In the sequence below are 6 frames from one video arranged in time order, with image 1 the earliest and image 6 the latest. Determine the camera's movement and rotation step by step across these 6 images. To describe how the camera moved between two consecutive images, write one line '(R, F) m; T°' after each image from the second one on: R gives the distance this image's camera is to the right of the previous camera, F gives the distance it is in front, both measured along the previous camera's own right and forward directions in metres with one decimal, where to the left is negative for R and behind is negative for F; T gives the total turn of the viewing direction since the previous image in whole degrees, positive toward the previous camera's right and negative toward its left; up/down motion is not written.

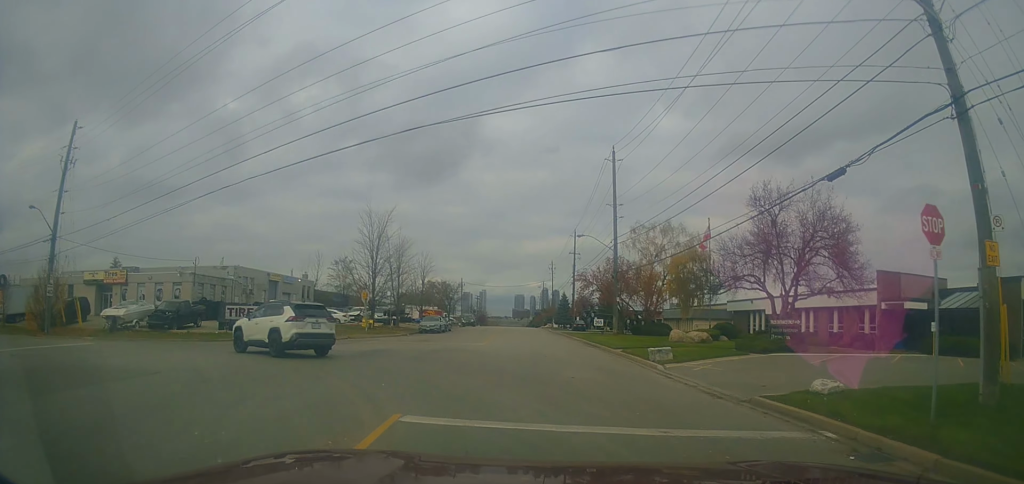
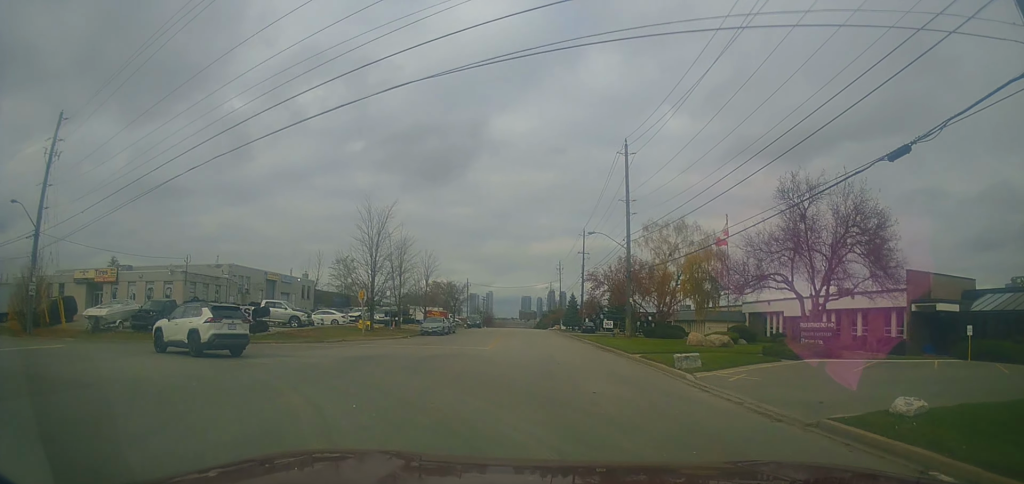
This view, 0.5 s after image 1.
(+0.2, +2.9) m; +1°
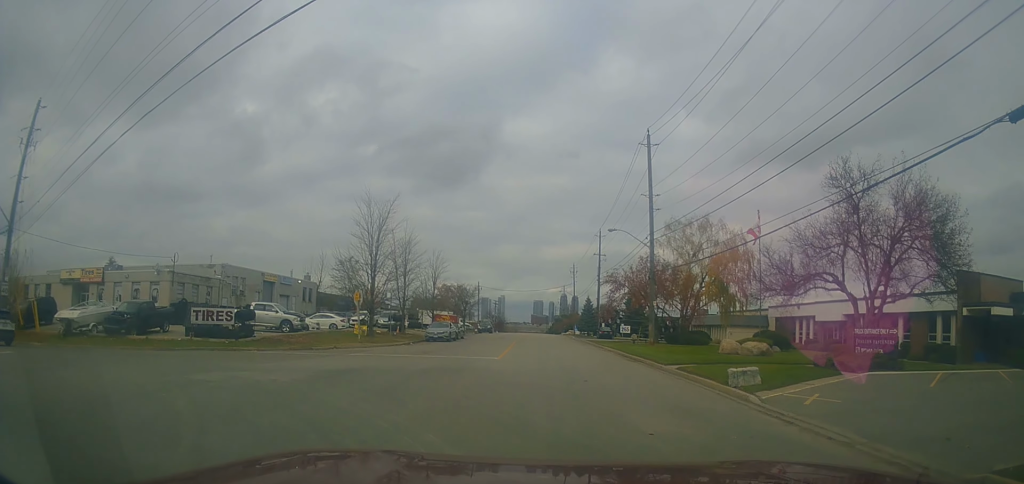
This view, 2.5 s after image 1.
(-0.1, +6.1) m; -10°
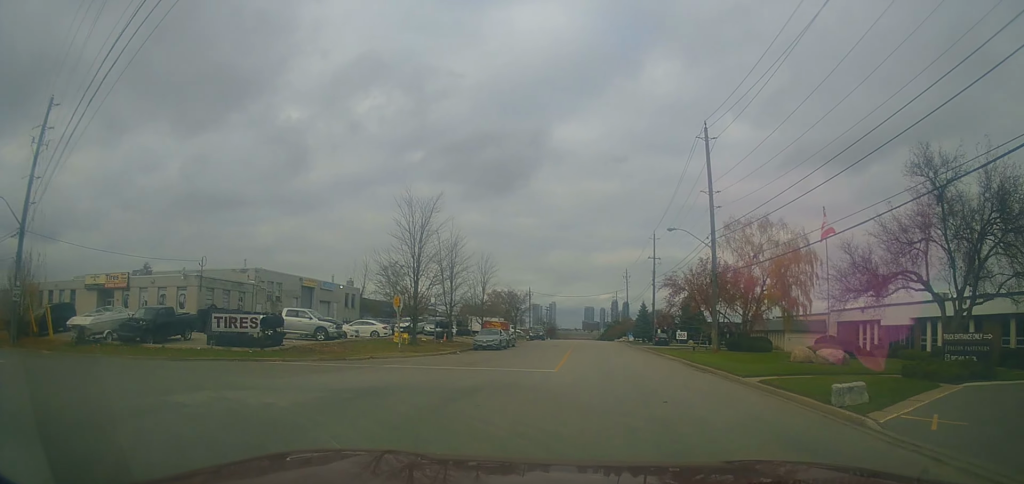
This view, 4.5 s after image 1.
(-0.2, +1.2) m; -6°
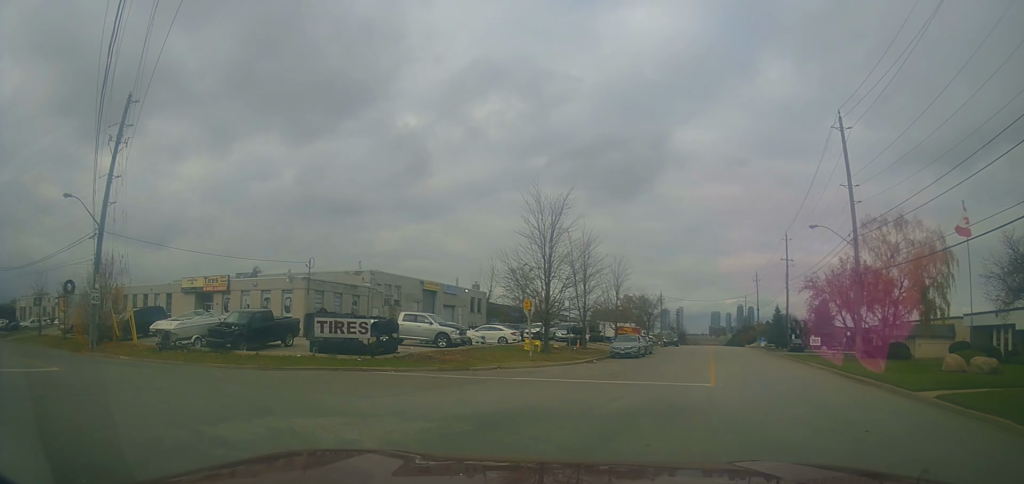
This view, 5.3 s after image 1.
(-0.3, +1.6) m; -12°
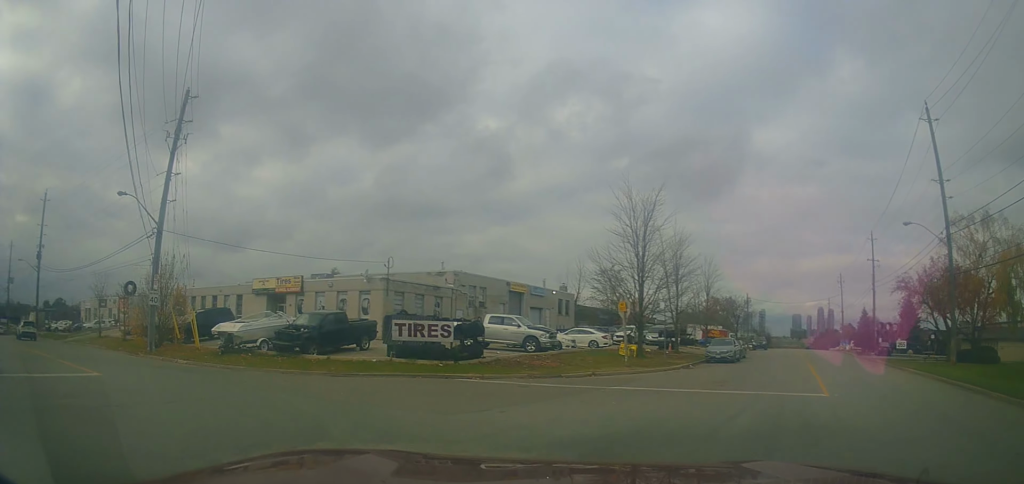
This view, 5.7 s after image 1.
(+0.1, +1.5) m; -5°
